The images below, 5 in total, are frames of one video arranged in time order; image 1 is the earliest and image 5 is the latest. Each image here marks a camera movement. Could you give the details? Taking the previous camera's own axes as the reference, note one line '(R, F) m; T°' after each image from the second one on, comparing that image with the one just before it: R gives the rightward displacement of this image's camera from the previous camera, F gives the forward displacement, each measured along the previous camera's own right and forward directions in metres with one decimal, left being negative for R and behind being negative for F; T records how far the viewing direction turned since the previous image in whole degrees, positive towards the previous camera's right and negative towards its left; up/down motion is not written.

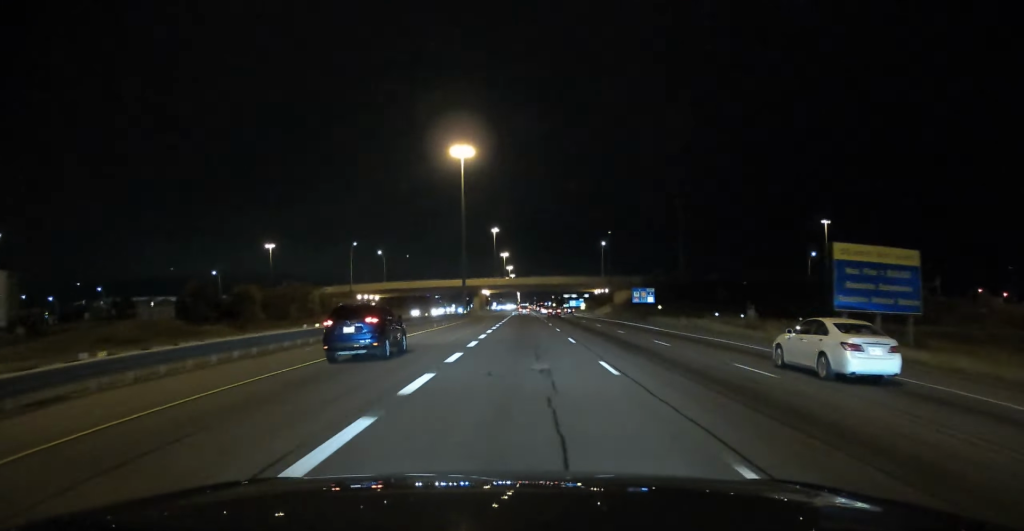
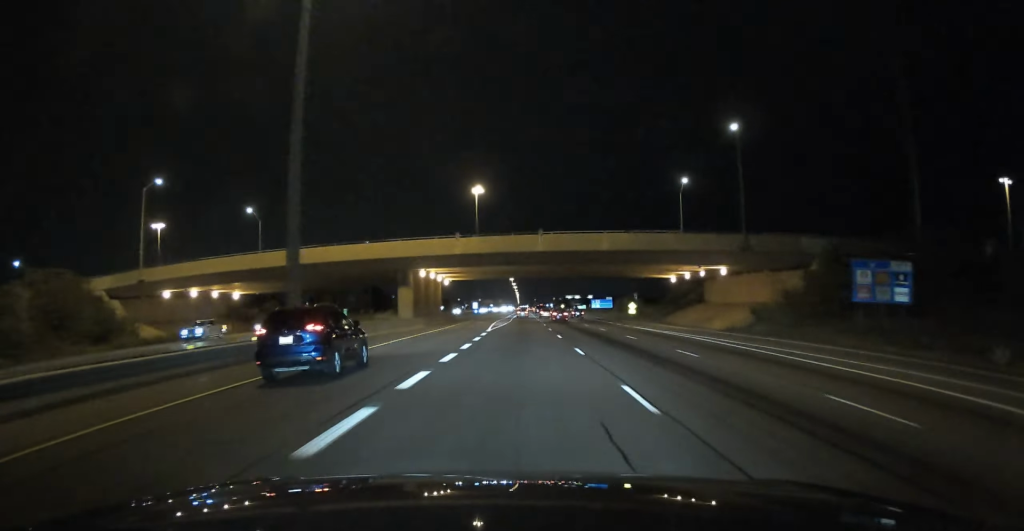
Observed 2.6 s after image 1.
(+0.2, +90.9) m; 0°
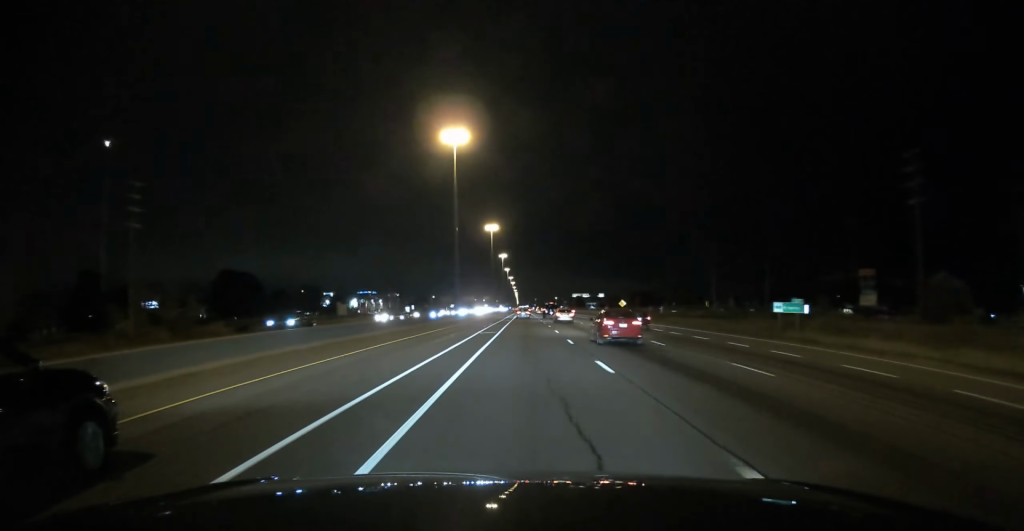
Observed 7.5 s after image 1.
(-0.2, +177.8) m; 0°
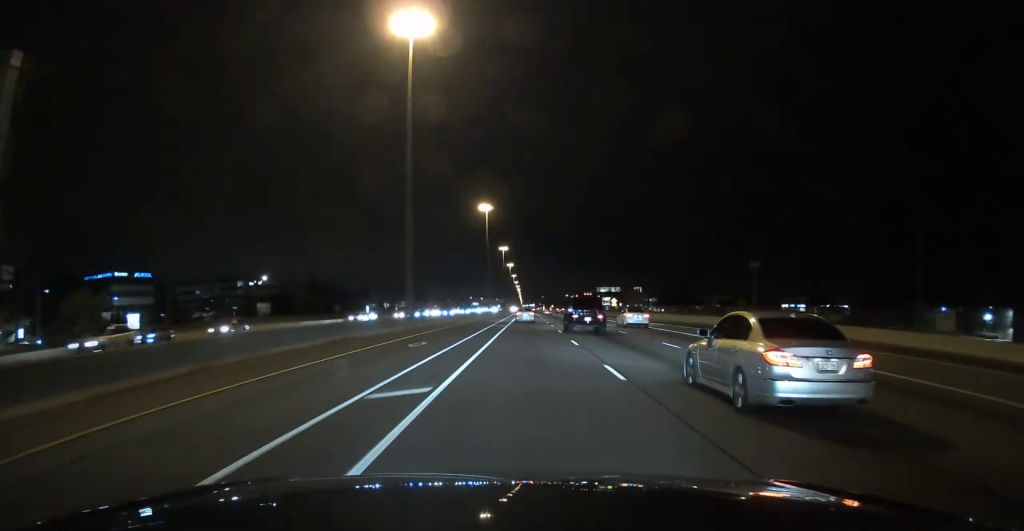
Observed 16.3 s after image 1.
(-0.6, +331.4) m; 0°
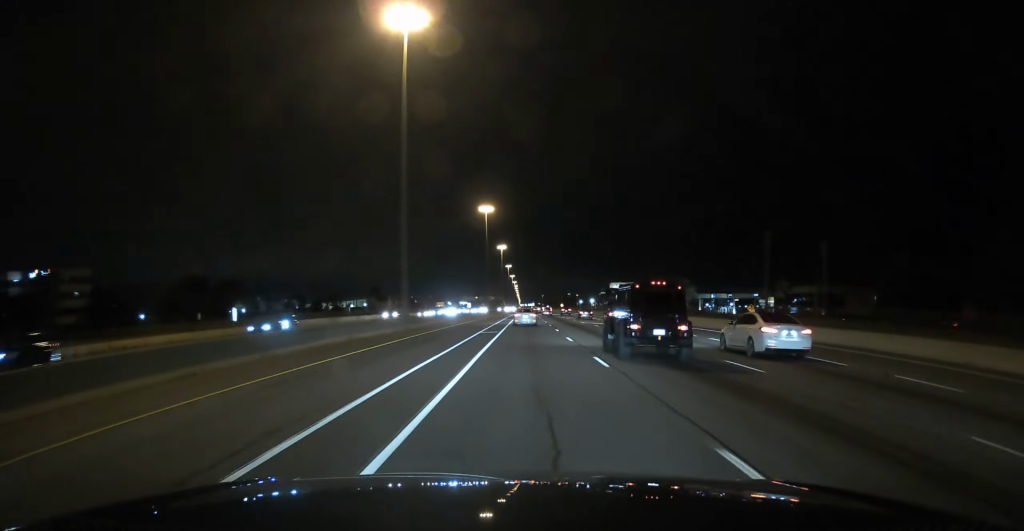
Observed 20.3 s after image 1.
(+0.2, +180.4) m; 0°
